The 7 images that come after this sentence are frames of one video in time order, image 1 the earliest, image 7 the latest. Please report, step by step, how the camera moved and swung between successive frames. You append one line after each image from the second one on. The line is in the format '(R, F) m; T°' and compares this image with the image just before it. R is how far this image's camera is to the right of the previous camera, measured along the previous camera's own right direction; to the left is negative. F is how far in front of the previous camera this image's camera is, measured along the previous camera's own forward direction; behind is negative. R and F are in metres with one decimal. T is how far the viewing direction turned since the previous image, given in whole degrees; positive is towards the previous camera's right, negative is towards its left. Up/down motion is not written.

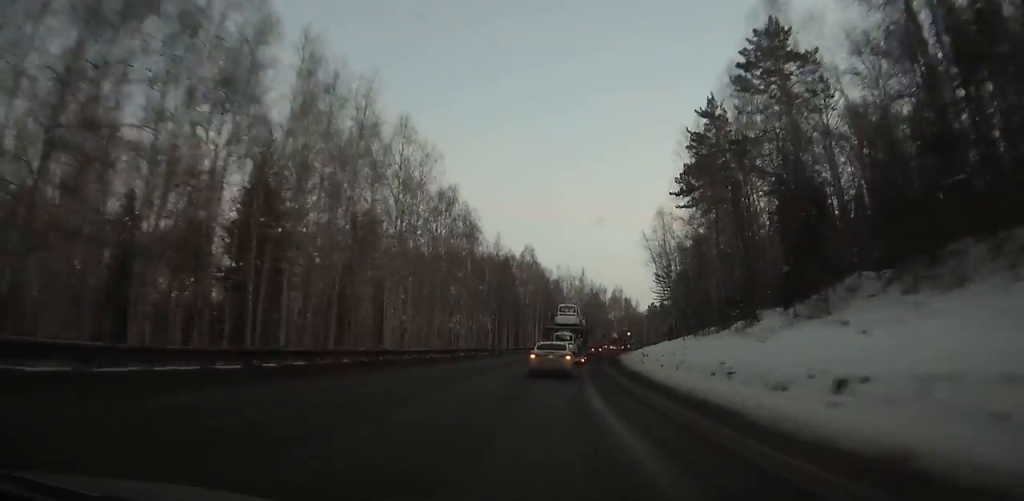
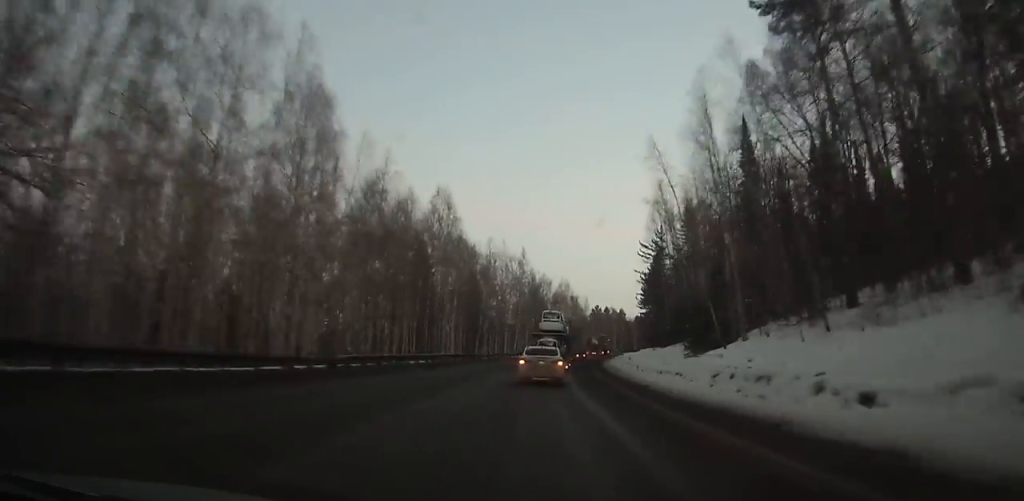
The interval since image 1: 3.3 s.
(+2.9, +40.2) m; +7°
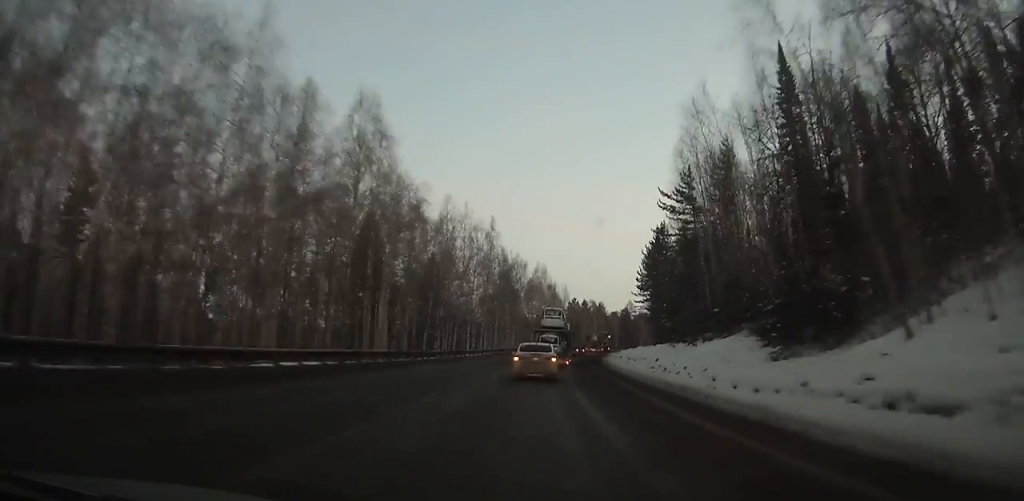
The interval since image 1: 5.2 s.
(+0.9, +22.6) m; +3°
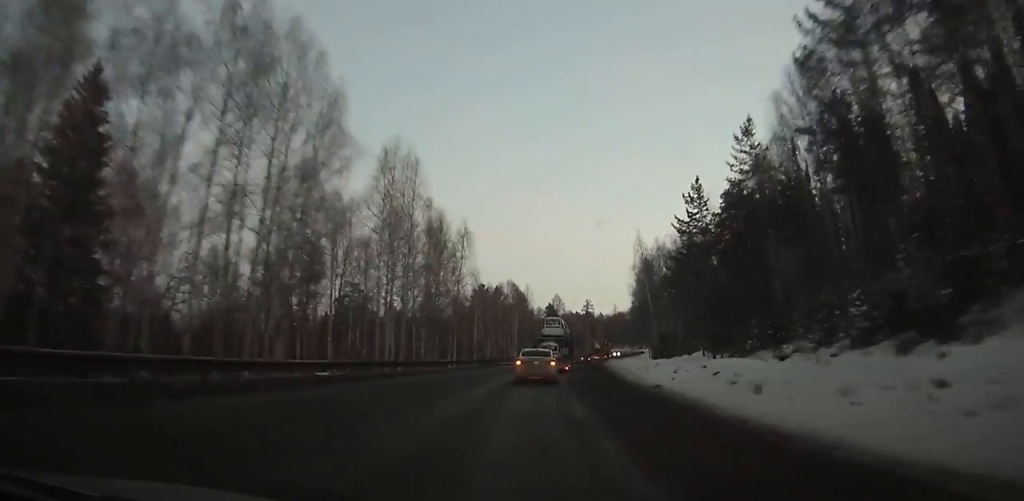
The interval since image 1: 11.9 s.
(+6.0, +77.8) m; +8°
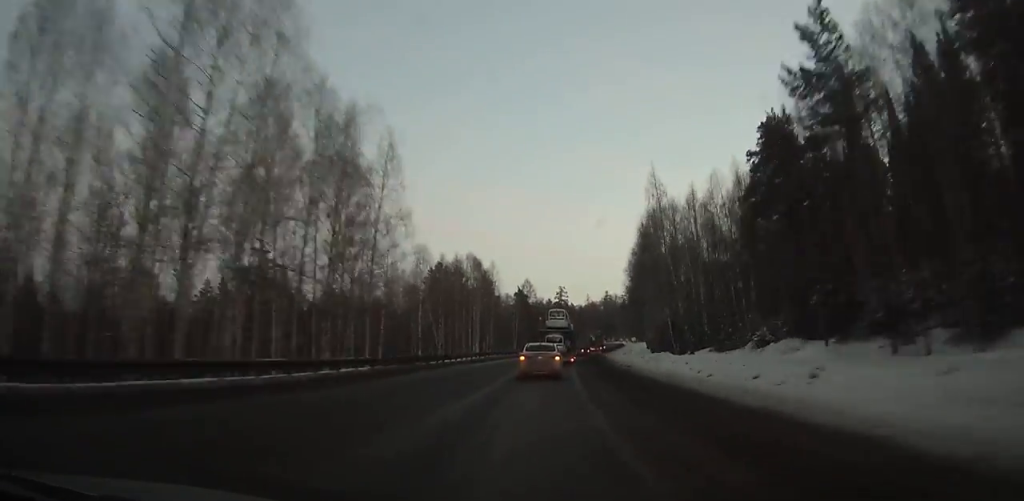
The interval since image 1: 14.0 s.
(+0.6, +24.1) m; +3°
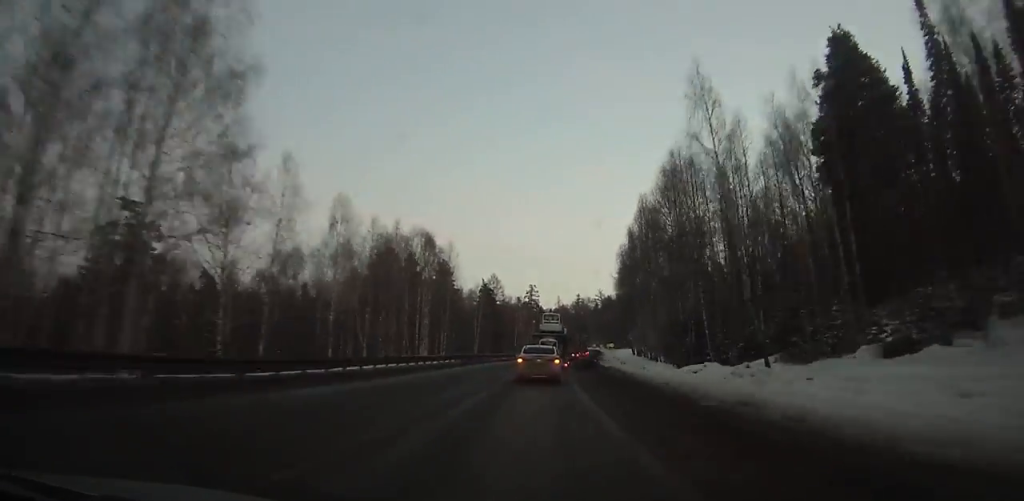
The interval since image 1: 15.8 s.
(+0.2, +20.6) m; +2°
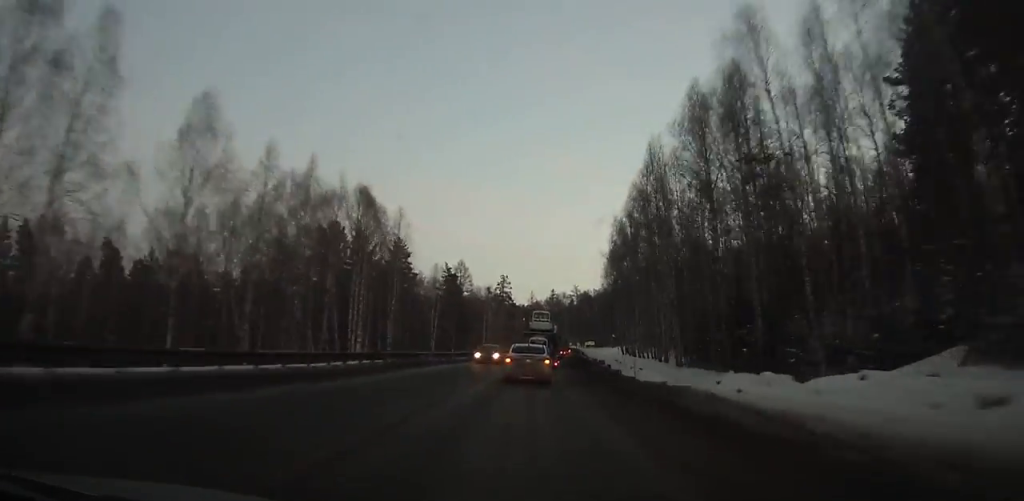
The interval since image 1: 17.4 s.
(+0.6, +18.2) m; +2°
